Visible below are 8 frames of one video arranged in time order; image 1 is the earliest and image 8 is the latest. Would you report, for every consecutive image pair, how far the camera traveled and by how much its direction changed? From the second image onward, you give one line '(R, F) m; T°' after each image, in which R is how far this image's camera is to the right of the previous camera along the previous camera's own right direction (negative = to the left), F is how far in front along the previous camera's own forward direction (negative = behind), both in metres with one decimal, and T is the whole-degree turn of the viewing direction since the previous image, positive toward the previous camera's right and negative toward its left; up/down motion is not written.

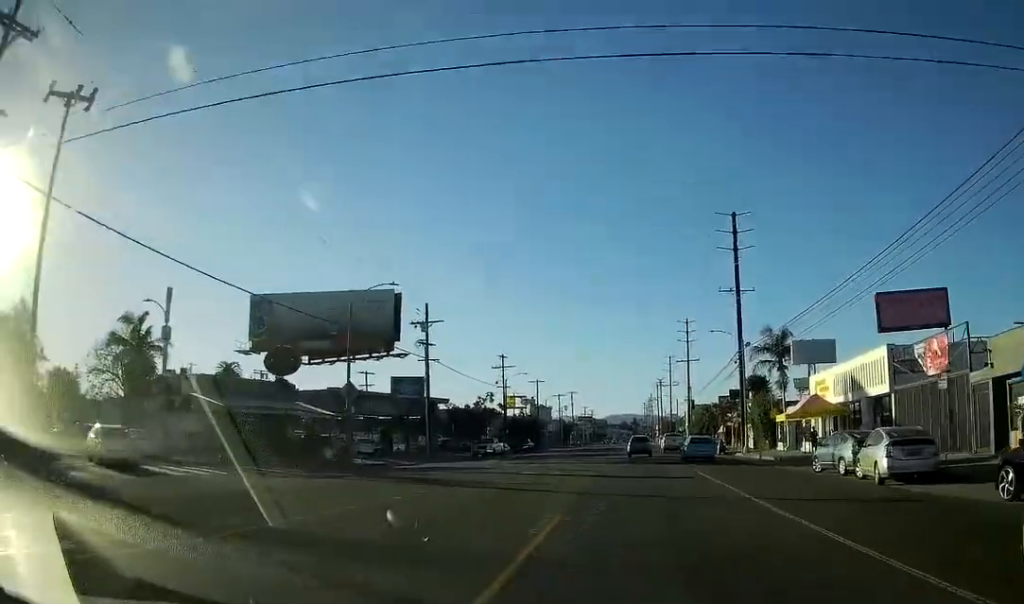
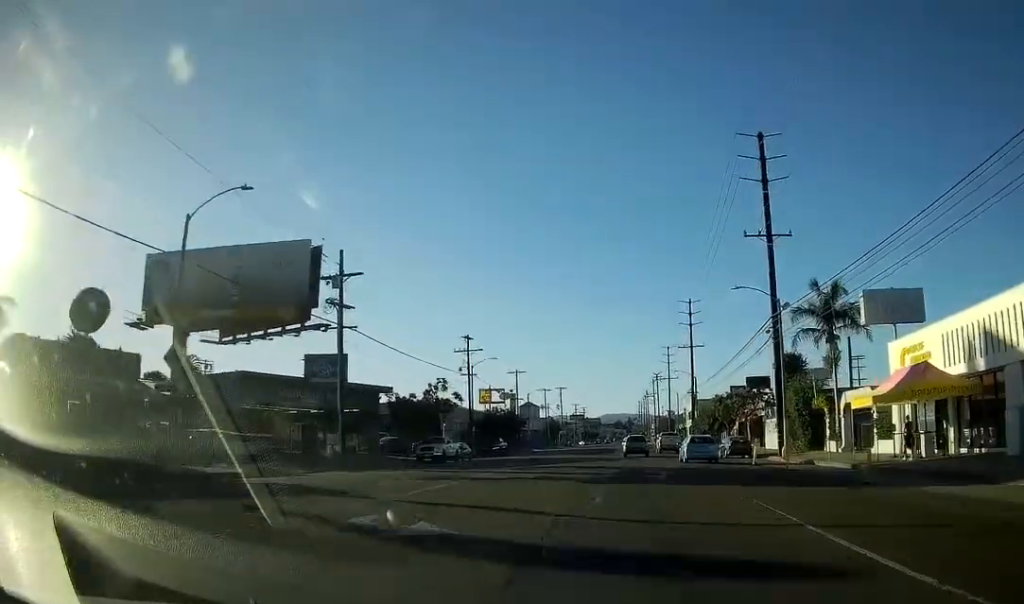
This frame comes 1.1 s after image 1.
(+0.1, +17.2) m; +1°
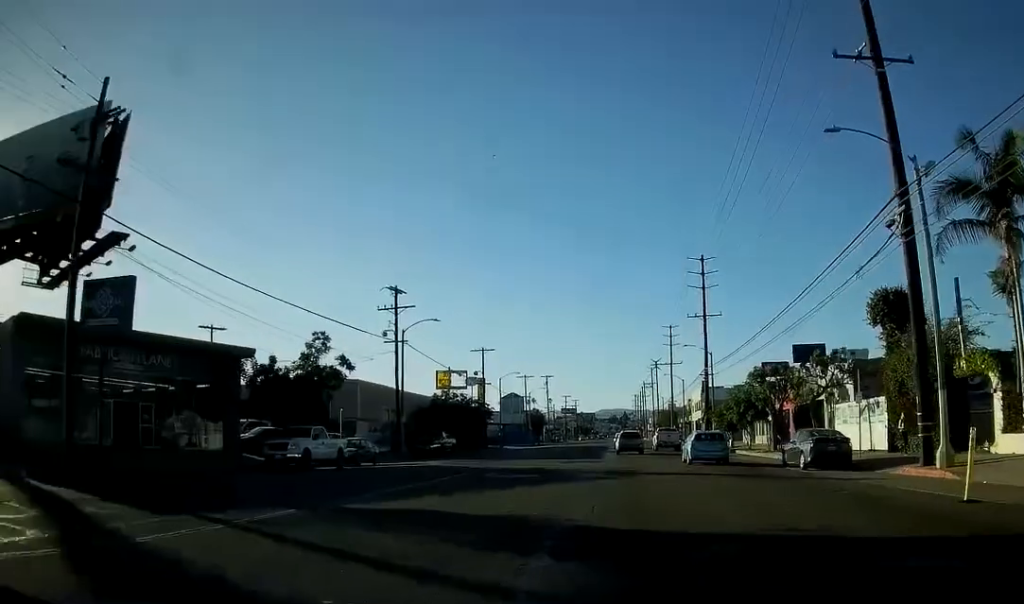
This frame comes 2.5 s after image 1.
(+0.1, +22.7) m; 0°
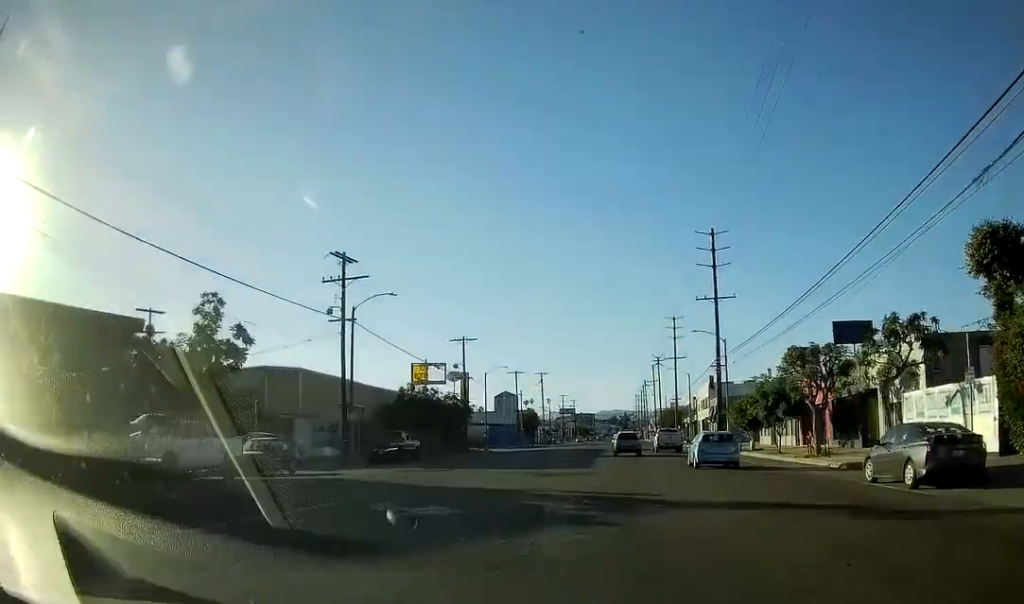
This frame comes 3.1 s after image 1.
(0.0, +10.2) m; 0°
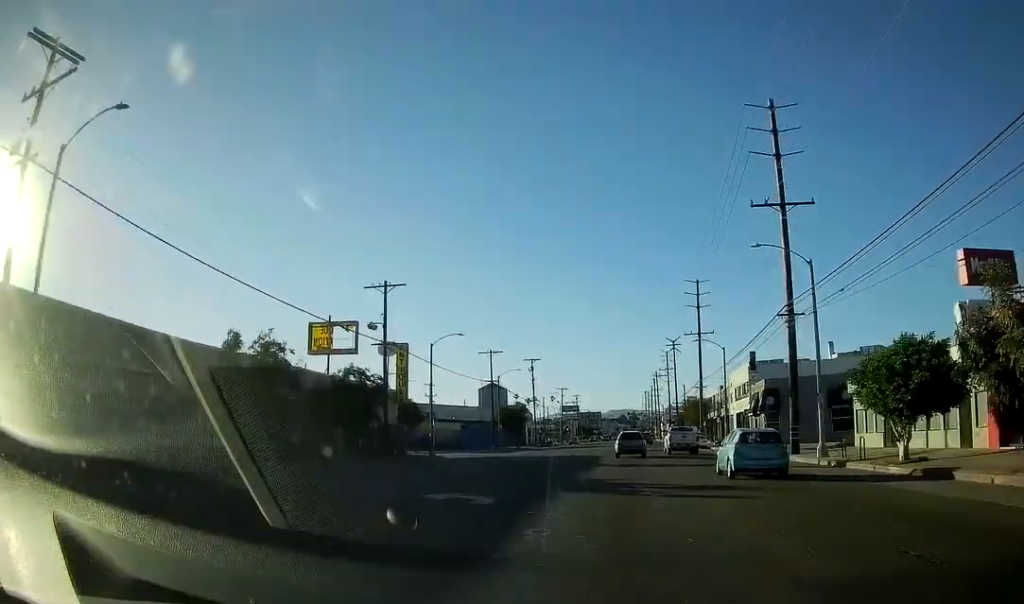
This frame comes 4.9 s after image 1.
(-0.2, +28.9) m; 0°
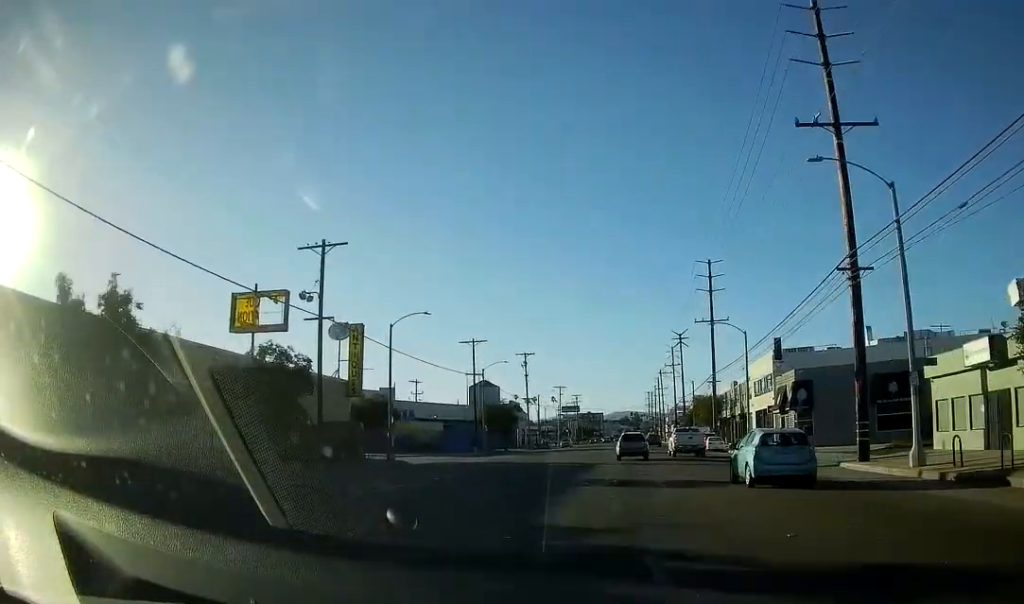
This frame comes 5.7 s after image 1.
(+0.1, +11.8) m; +1°
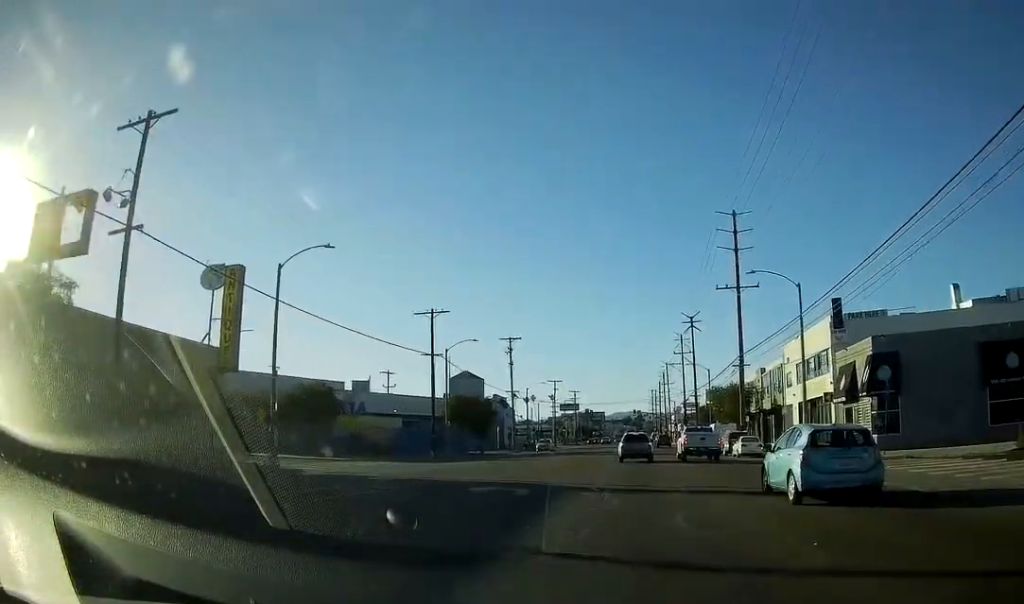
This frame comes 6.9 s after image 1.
(-0.1, +17.6) m; -1°
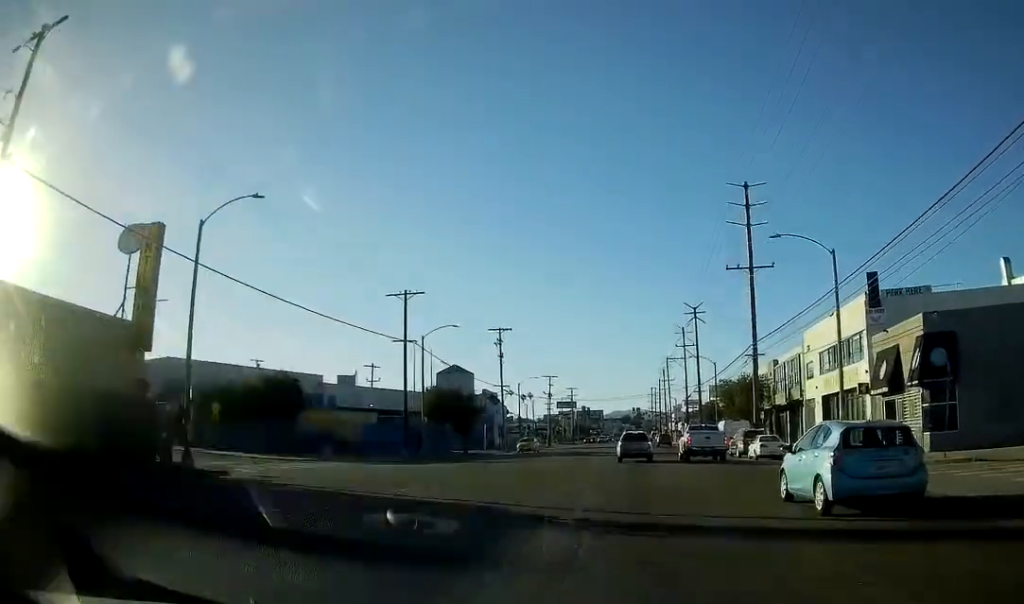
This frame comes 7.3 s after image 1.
(0.0, +7.0) m; 0°
